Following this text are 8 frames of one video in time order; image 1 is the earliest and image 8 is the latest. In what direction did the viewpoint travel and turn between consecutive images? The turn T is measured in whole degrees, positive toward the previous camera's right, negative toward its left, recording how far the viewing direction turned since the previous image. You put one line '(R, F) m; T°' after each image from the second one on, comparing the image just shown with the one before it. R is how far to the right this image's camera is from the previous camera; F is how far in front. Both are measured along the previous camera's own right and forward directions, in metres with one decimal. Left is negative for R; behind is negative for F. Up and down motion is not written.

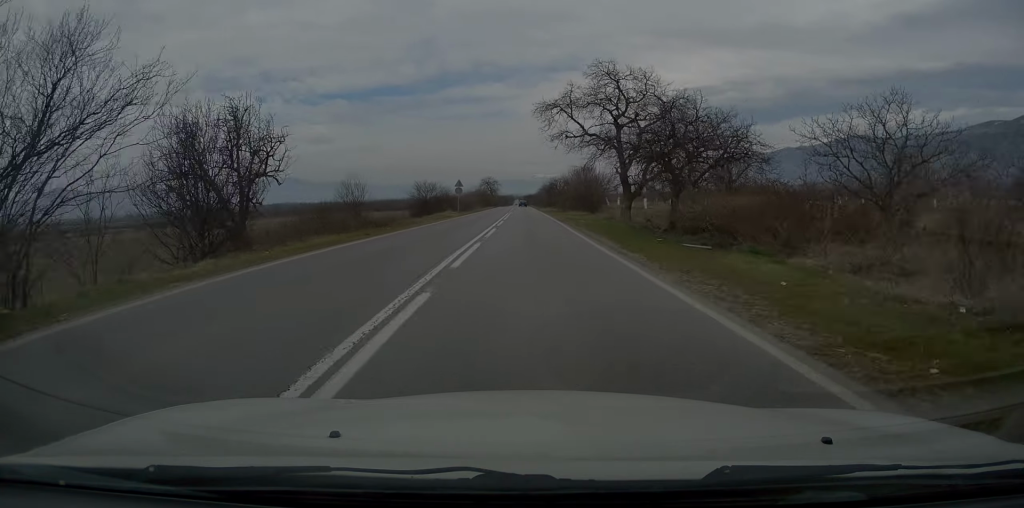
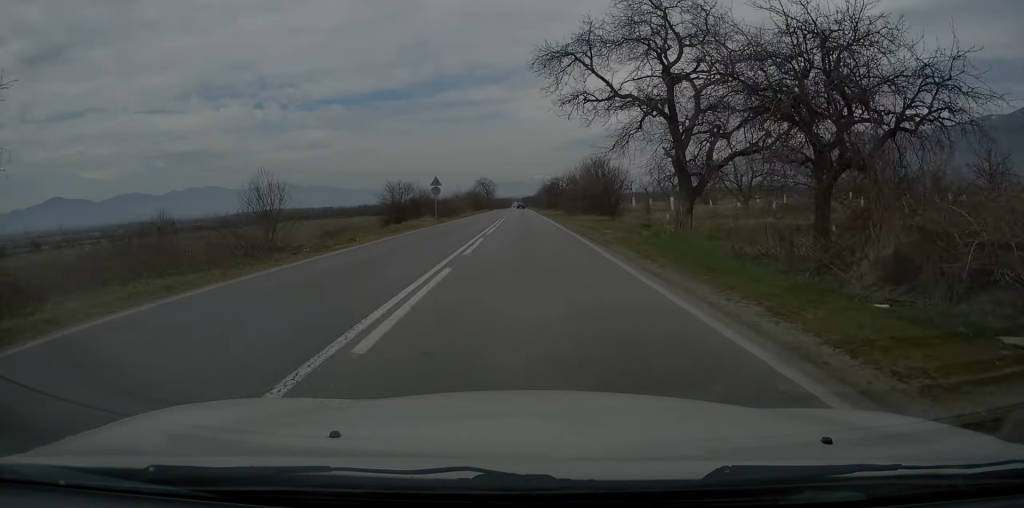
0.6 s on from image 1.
(+0.1, +14.4) m; 0°
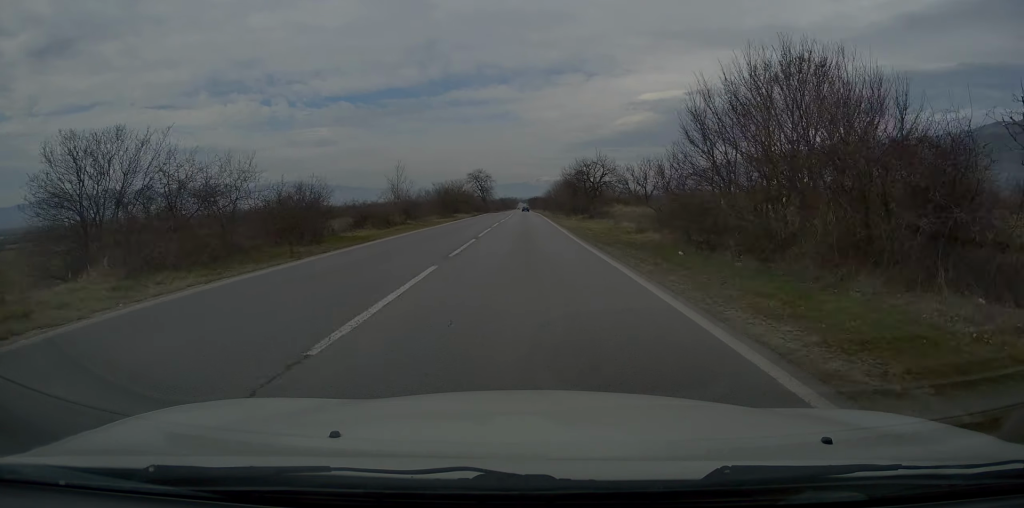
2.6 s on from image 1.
(-0.1, +45.6) m; -1°
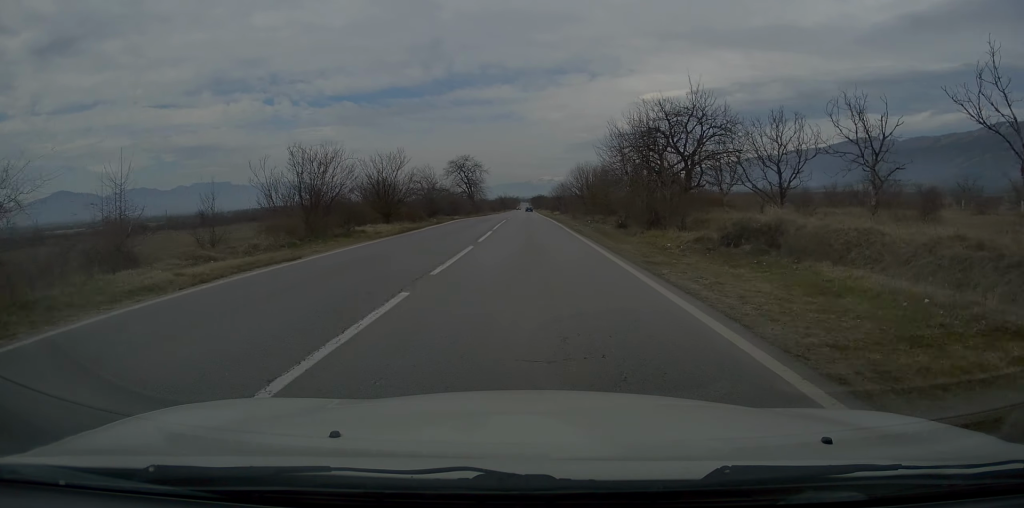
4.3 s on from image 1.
(-0.5, +38.5) m; 0°
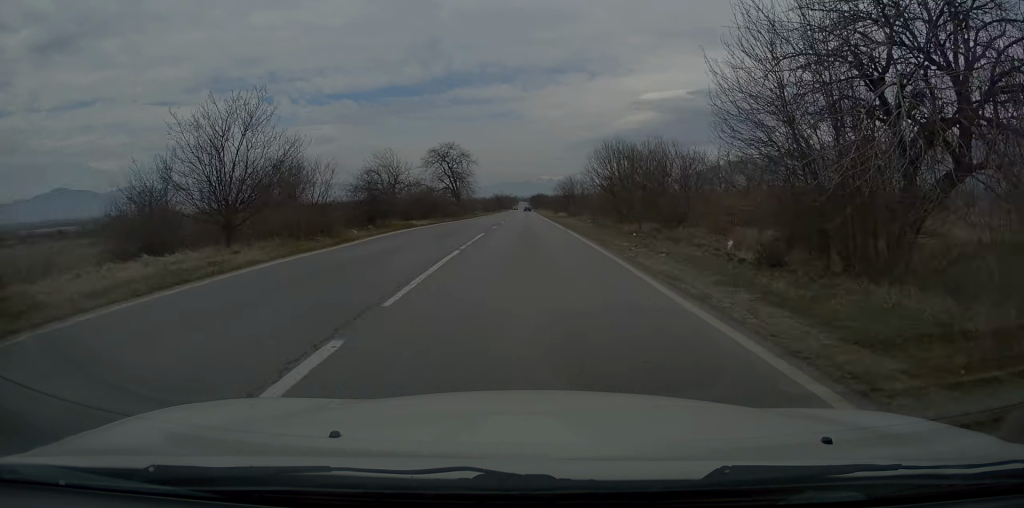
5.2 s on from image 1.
(+0.6, +20.6) m; +1°
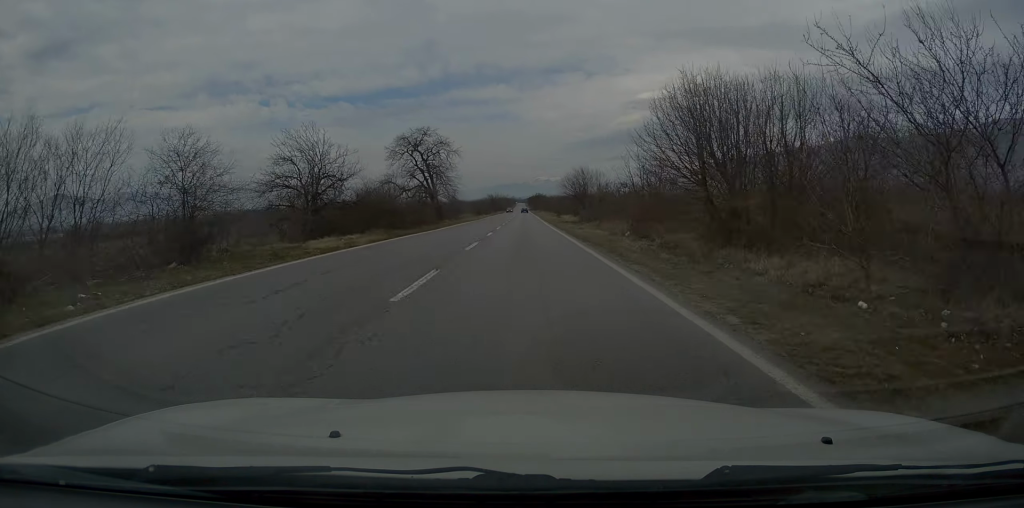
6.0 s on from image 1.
(-0.3, +19.5) m; 0°
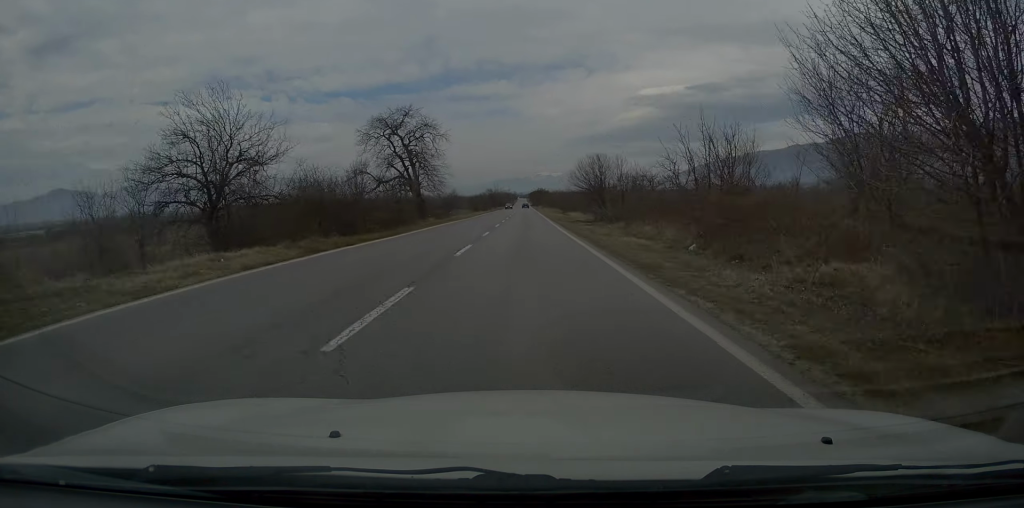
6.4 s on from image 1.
(+0.1, +11.4) m; 0°
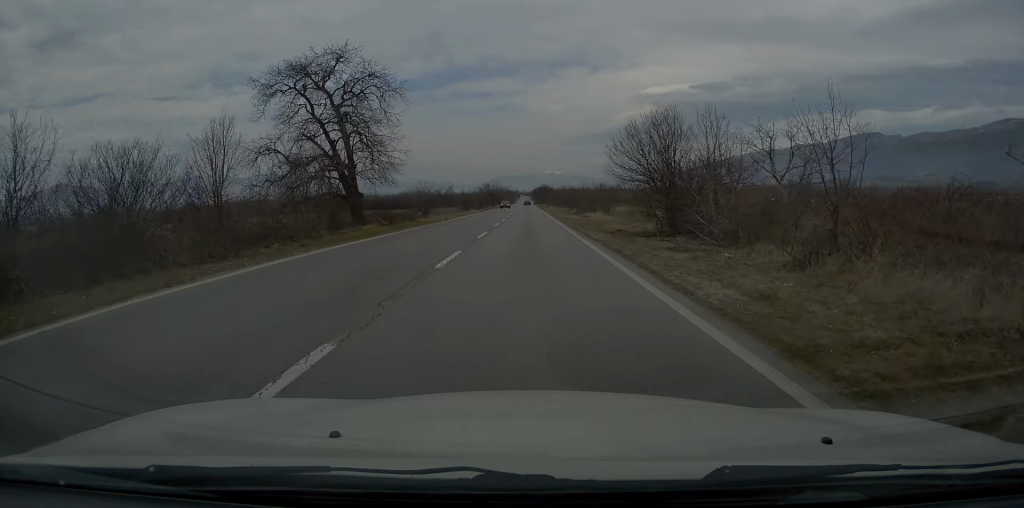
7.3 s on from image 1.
(+0.2, +21.2) m; 0°
